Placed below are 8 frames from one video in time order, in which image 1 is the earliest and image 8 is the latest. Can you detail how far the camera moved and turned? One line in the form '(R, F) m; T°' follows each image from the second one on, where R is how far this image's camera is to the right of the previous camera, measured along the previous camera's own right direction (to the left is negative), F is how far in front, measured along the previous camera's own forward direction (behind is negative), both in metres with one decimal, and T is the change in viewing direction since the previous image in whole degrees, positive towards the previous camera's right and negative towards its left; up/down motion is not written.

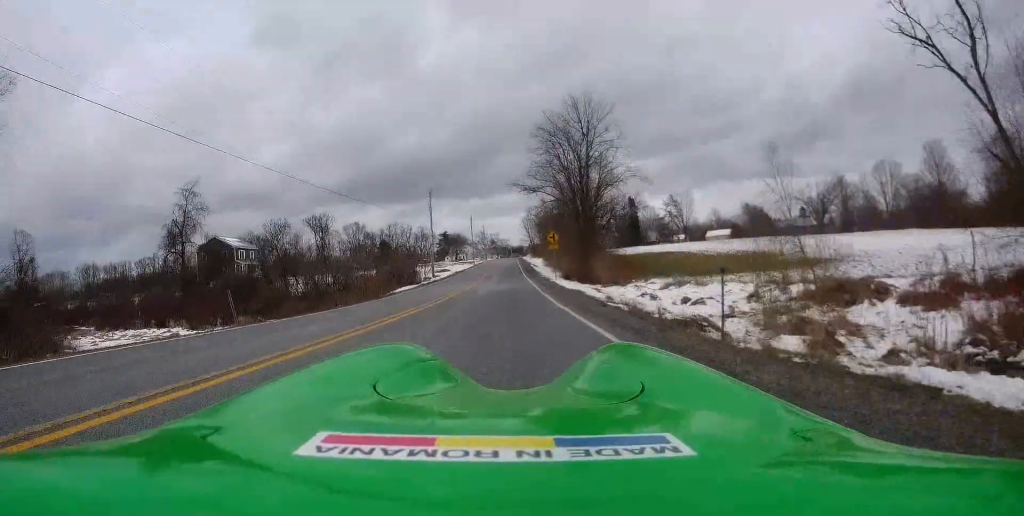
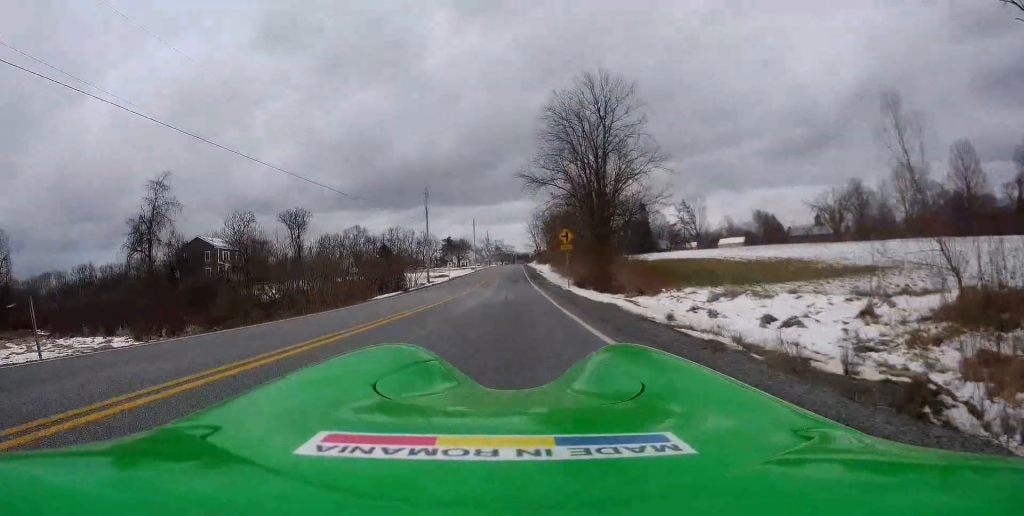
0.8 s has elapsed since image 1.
(-0.3, +8.0) m; 0°
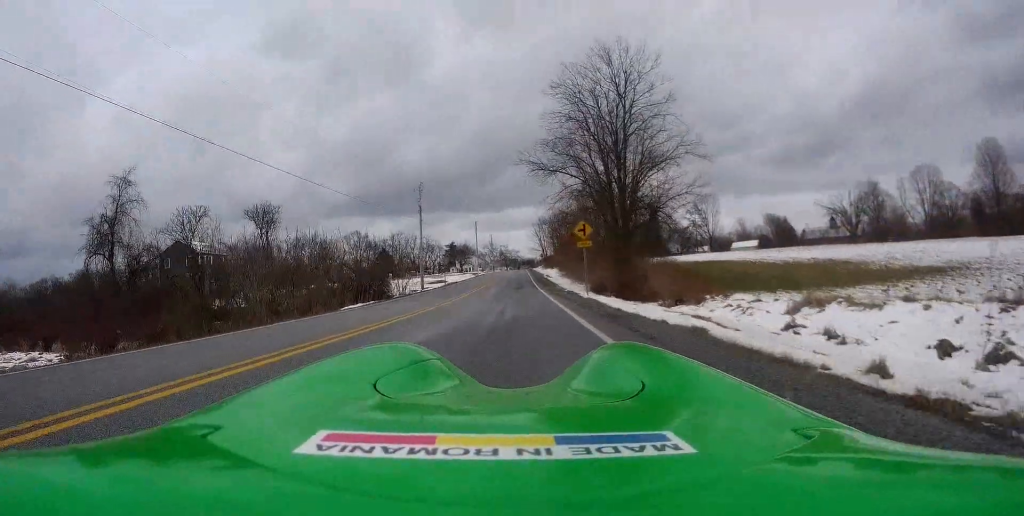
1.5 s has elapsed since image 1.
(+0.2, +8.1) m; +2°
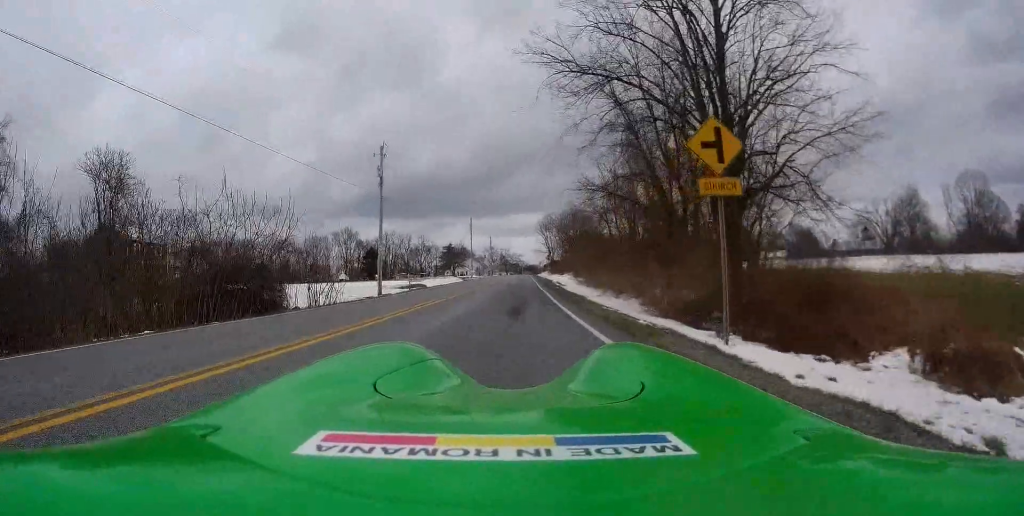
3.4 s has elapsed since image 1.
(+0.1, +20.2) m; -2°
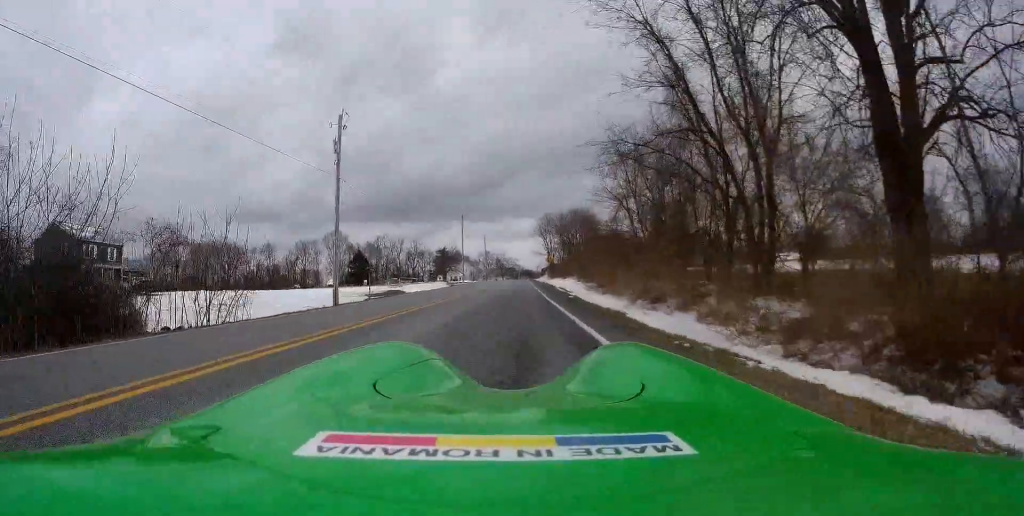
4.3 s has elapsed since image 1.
(-0.2, +10.1) m; +1°
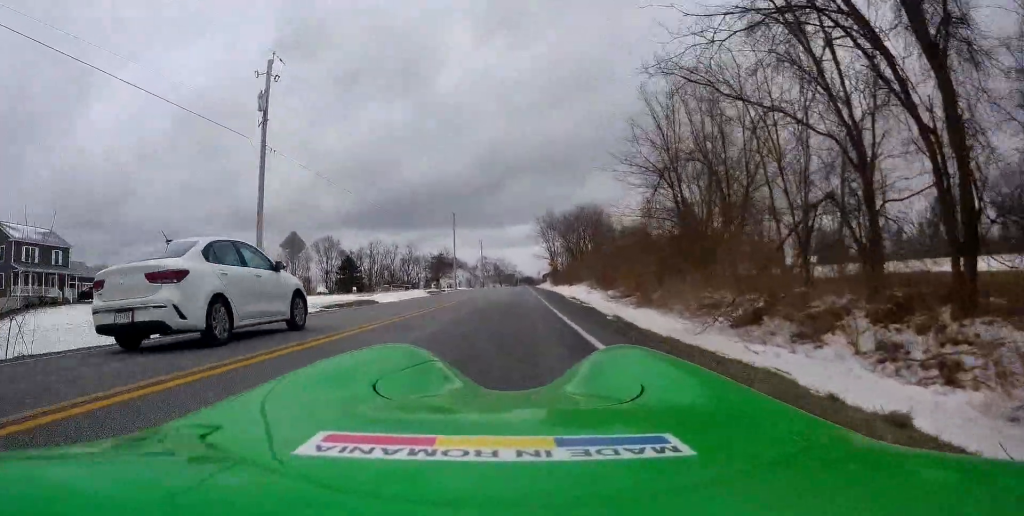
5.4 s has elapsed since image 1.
(+0.4, +10.8) m; +2°
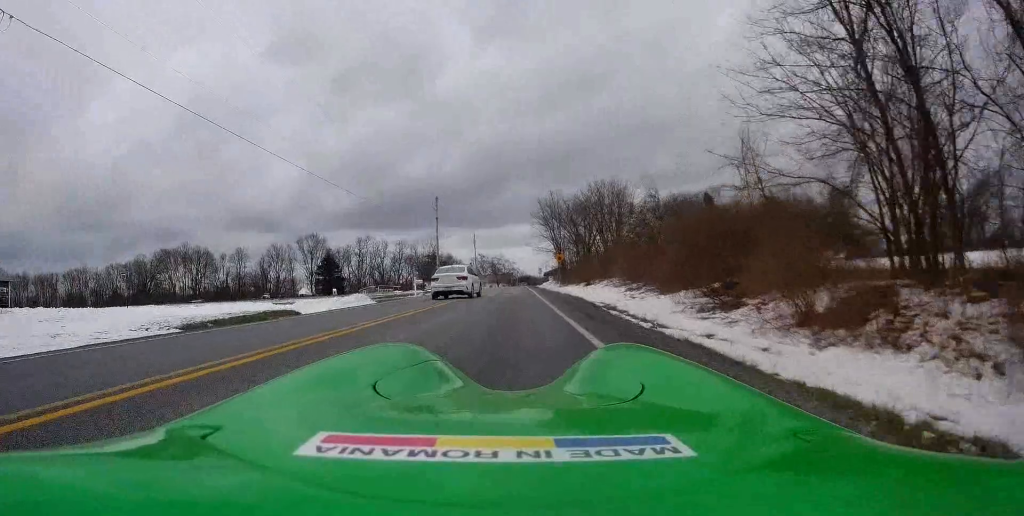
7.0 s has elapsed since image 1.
(-0.1, +16.3) m; -3°
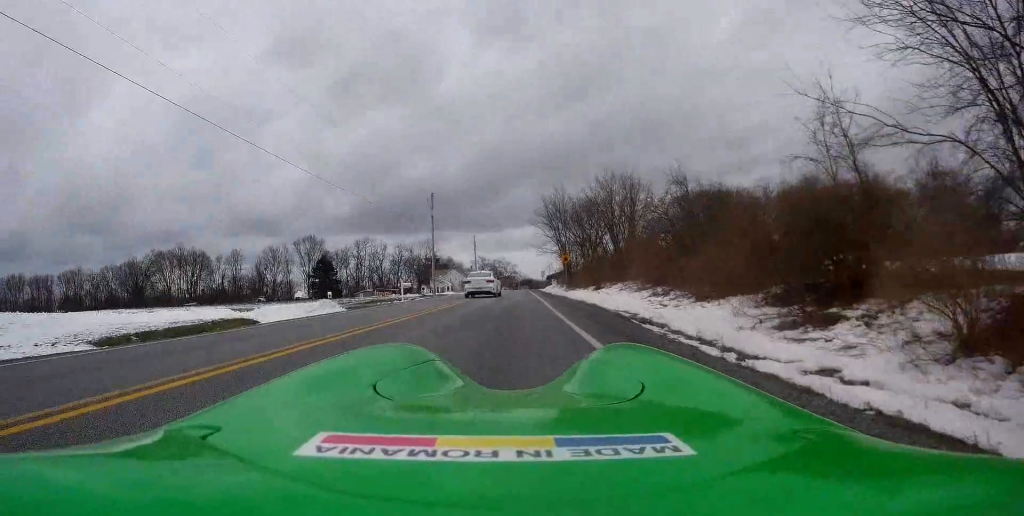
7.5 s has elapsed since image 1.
(-0.3, +5.2) m; 0°
